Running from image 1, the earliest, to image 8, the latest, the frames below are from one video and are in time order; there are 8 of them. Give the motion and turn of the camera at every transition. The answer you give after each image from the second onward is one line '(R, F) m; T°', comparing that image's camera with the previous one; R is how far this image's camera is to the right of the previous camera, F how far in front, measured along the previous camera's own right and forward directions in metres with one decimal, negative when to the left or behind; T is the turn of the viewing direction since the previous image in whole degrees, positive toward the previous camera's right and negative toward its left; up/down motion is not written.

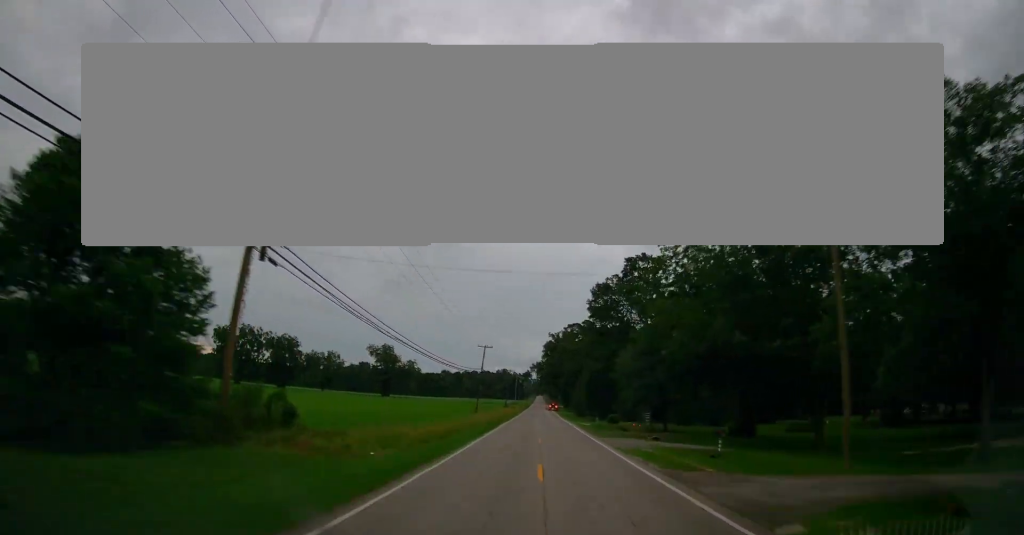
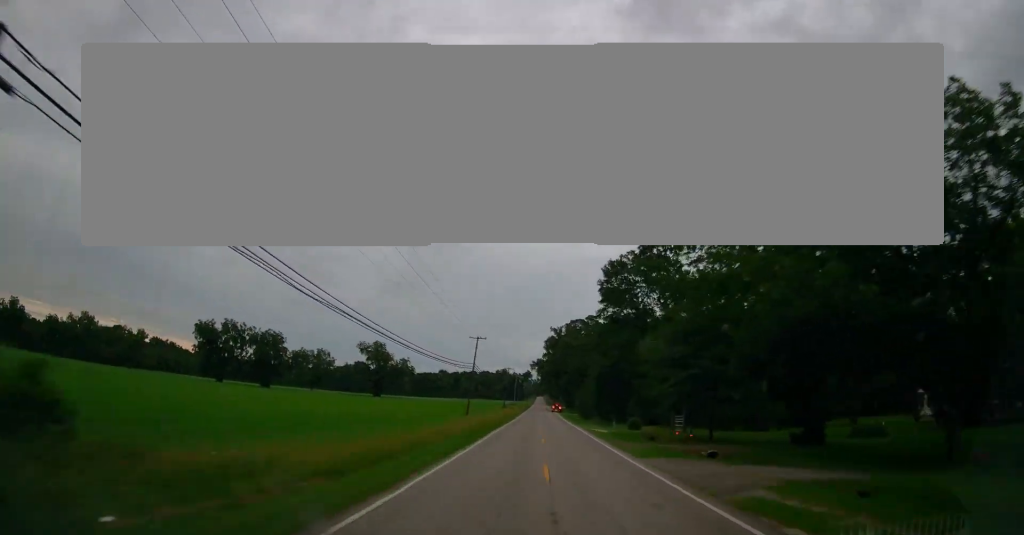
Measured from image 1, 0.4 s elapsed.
(-0.2, +11.8) m; 0°
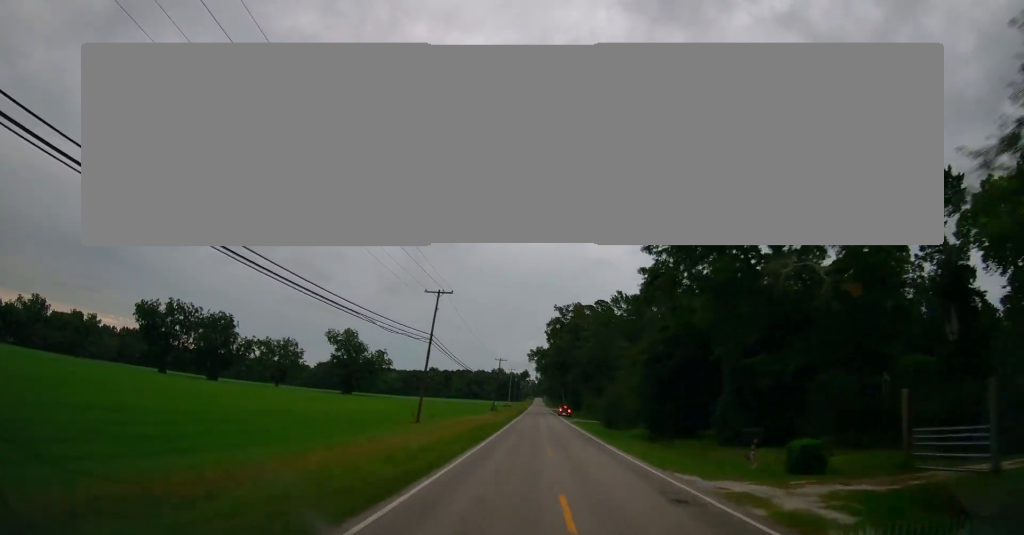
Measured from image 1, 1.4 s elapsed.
(+0.1, +29.6) m; +1°
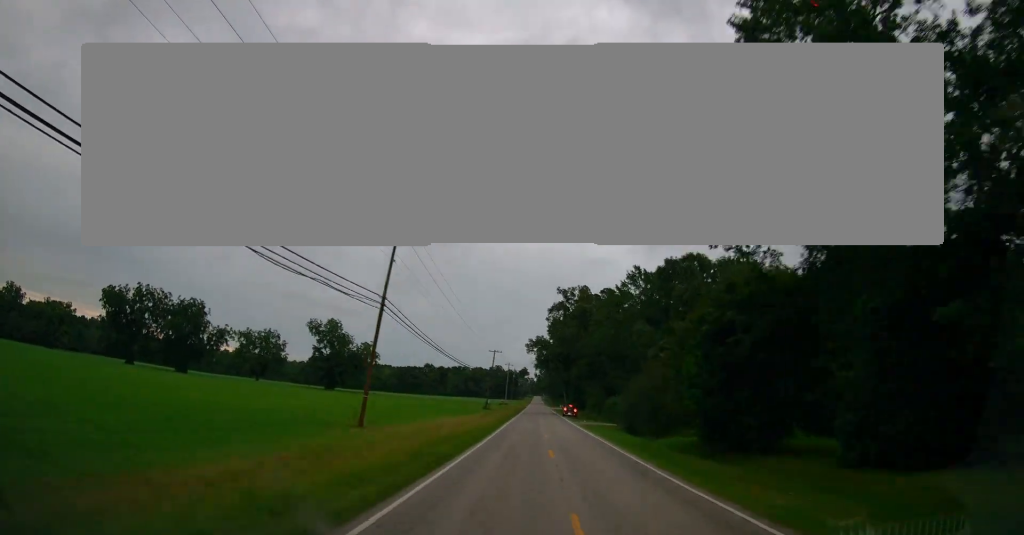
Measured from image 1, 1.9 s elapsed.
(+0.1, +13.9) m; 0°
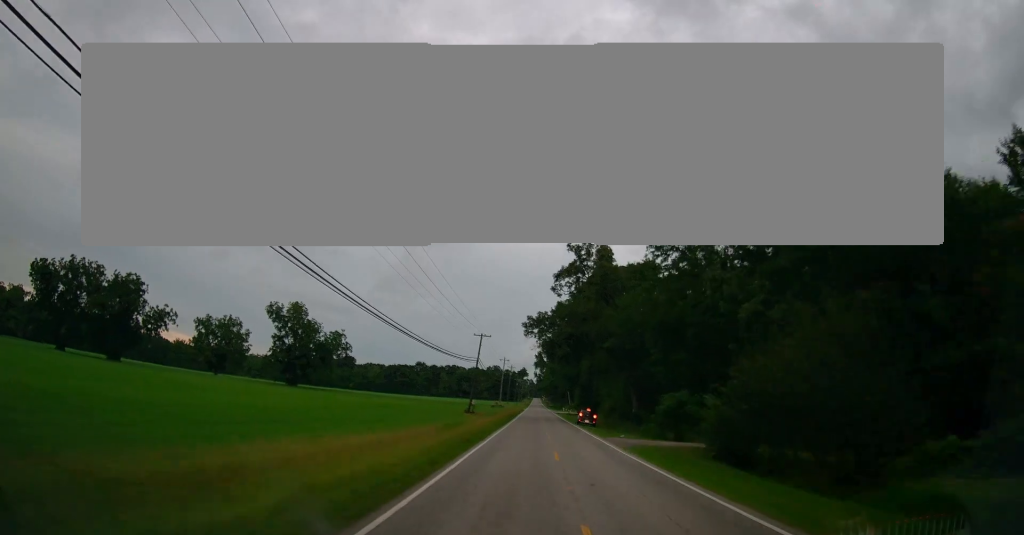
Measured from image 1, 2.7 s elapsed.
(+0.2, +24.9) m; 0°
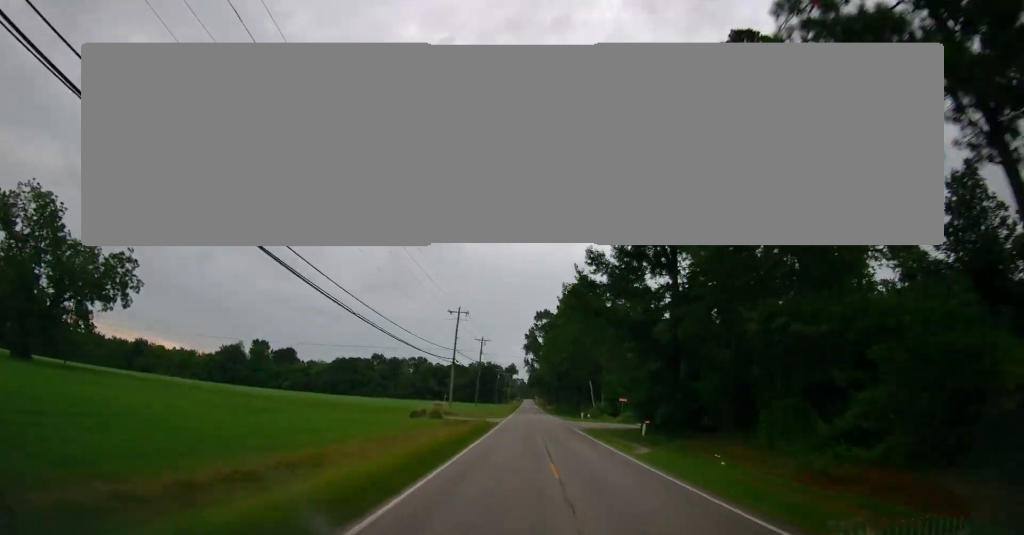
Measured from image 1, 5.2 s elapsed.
(-0.7, +76.1) m; 0°
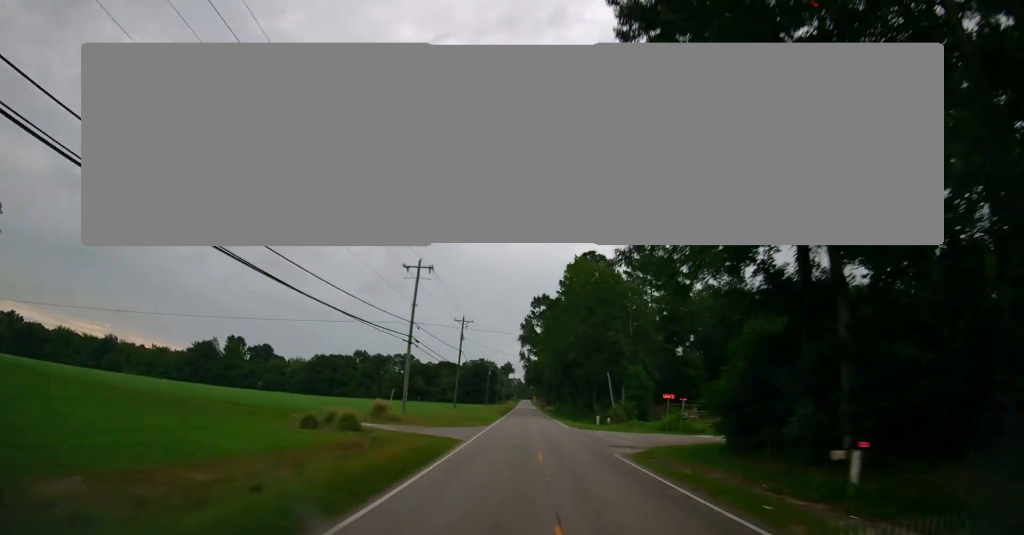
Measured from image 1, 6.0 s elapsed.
(0.0, +22.0) m; 0°
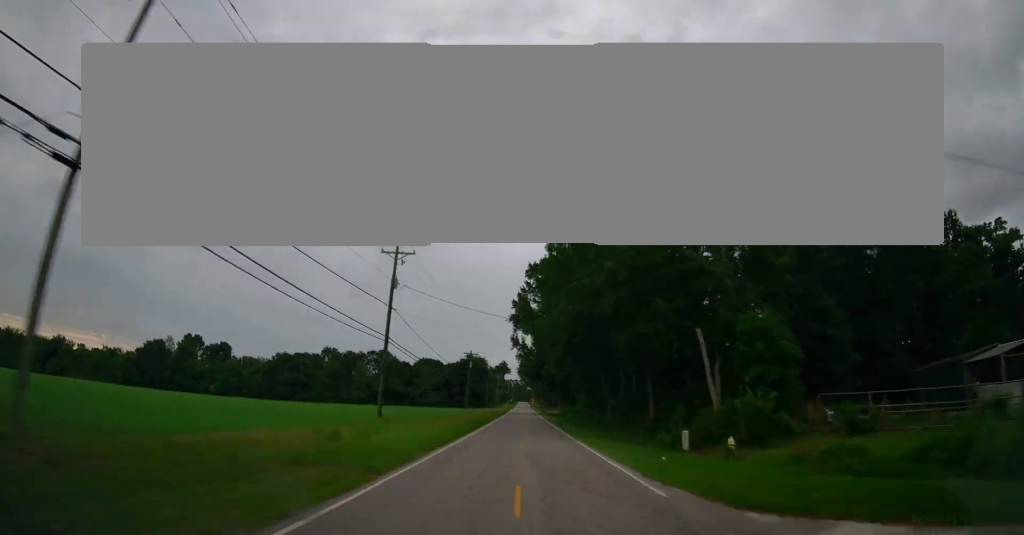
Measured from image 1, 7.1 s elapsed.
(+0.3, +33.9) m; 0°
